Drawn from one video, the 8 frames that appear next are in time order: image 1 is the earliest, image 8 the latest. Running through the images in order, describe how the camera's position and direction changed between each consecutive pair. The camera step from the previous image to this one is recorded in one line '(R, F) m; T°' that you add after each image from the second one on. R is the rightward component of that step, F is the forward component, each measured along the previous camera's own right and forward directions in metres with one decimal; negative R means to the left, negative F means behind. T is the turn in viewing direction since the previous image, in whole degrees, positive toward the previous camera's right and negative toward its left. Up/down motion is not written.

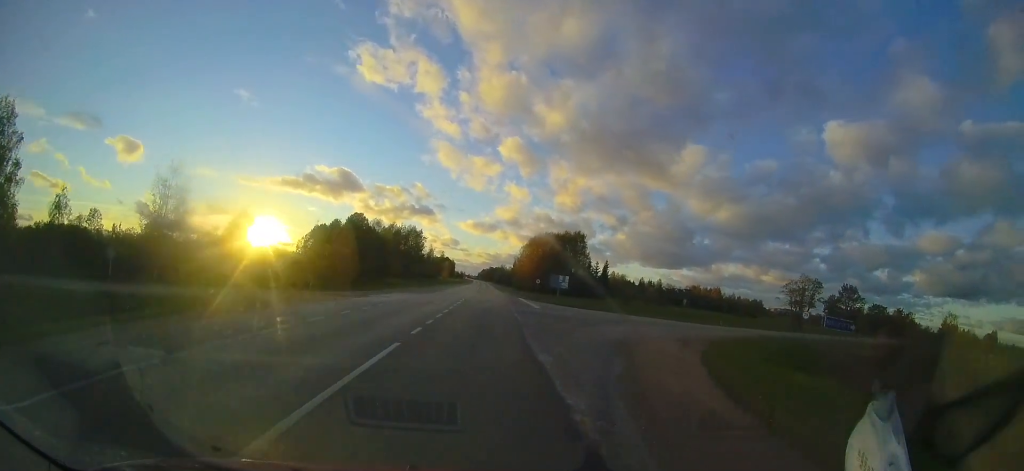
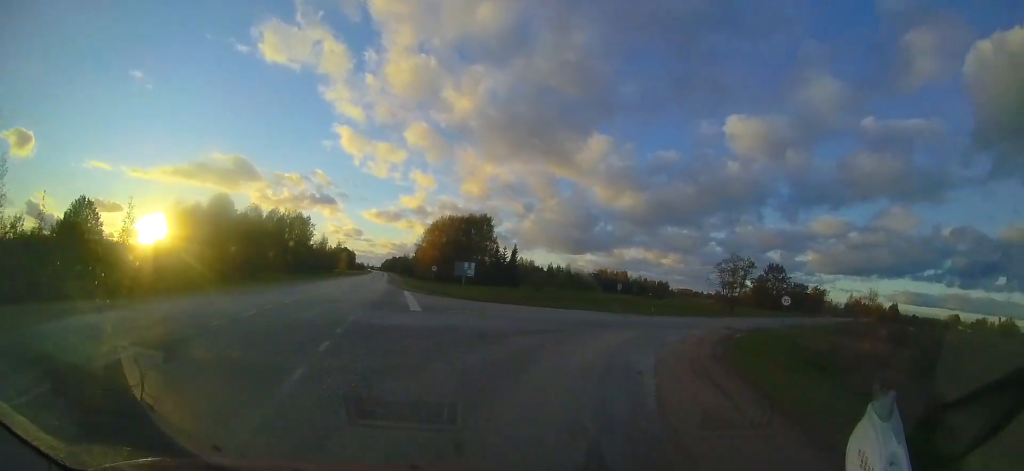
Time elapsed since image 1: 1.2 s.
(+1.2, +9.5) m; +14°
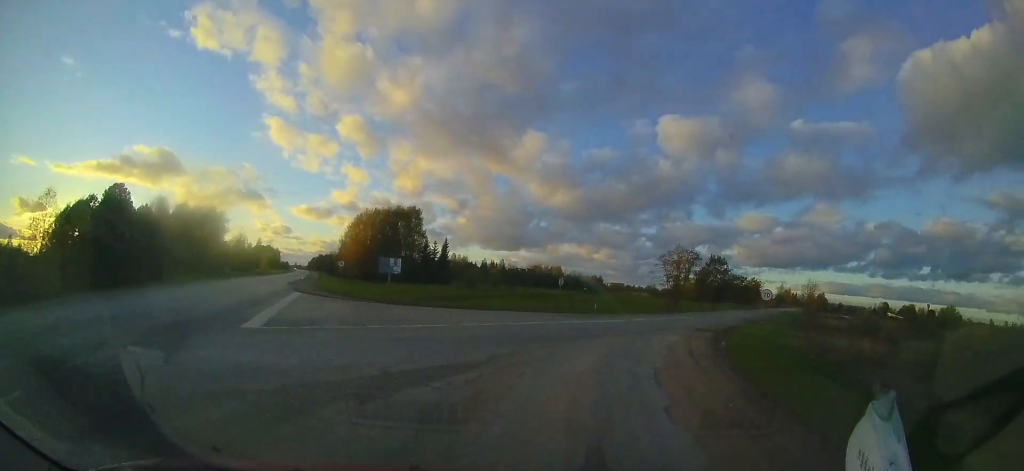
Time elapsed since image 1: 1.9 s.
(+0.4, +5.3) m; +9°
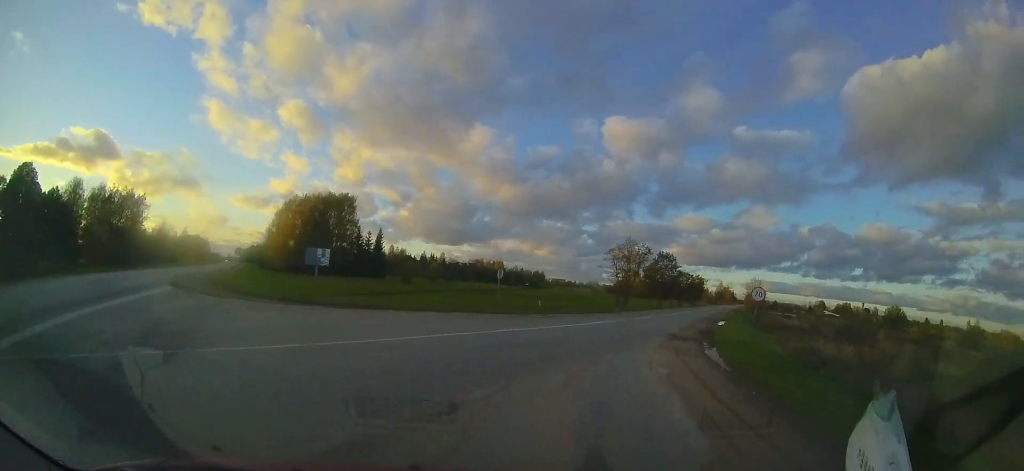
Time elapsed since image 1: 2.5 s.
(+0.1, +4.8) m; +9°
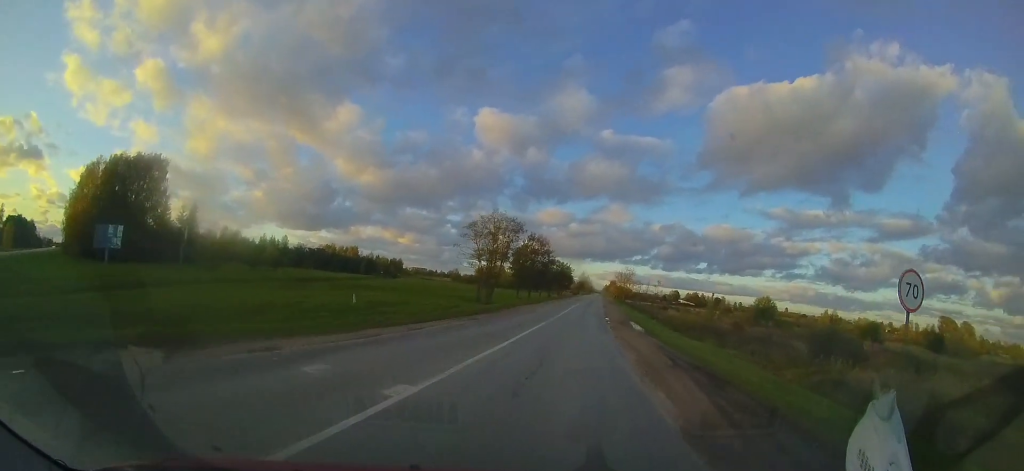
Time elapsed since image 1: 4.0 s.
(+2.5, +12.0) m; +19°
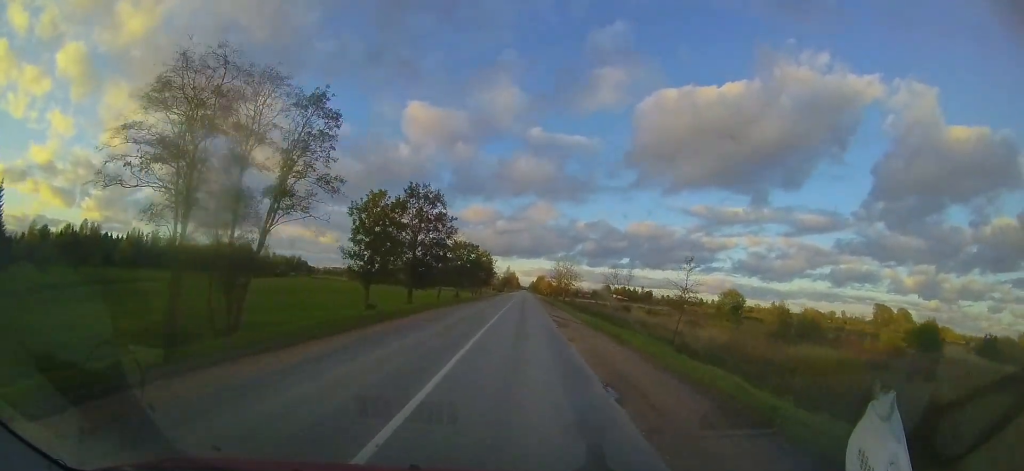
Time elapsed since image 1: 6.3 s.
(+3.1, +24.0) m; +12°
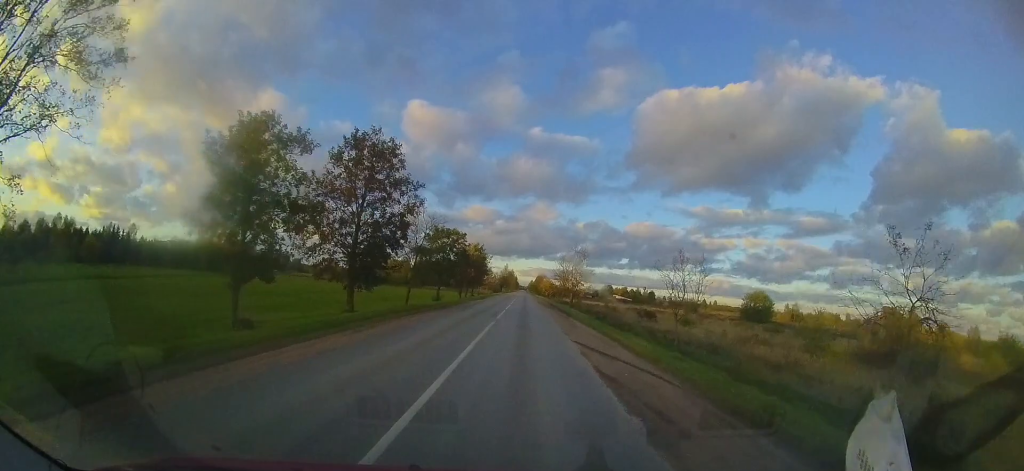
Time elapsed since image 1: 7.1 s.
(+0.3, +10.8) m; +2°
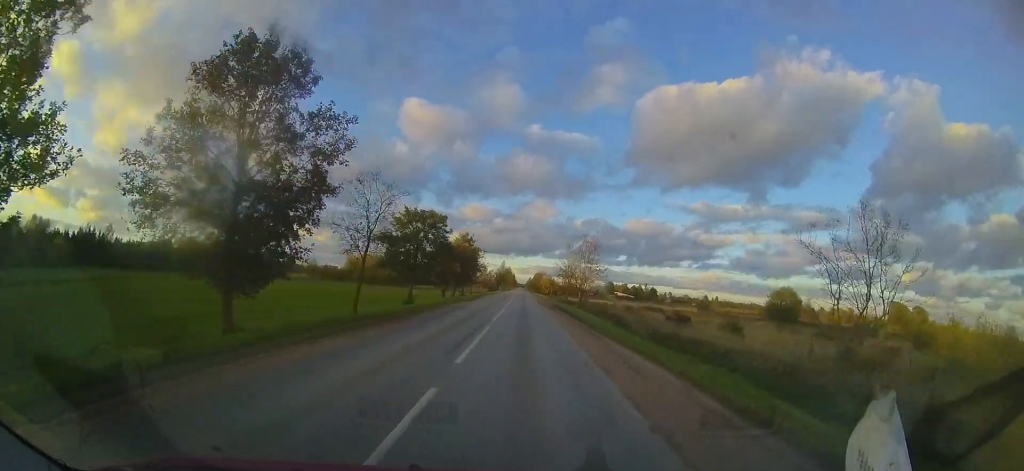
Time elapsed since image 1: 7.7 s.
(+0.2, +9.2) m; +1°
